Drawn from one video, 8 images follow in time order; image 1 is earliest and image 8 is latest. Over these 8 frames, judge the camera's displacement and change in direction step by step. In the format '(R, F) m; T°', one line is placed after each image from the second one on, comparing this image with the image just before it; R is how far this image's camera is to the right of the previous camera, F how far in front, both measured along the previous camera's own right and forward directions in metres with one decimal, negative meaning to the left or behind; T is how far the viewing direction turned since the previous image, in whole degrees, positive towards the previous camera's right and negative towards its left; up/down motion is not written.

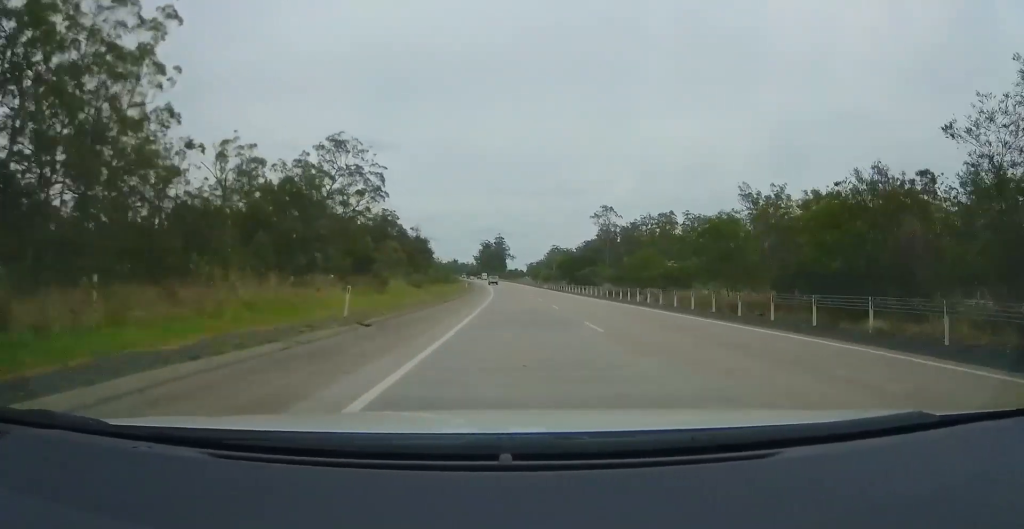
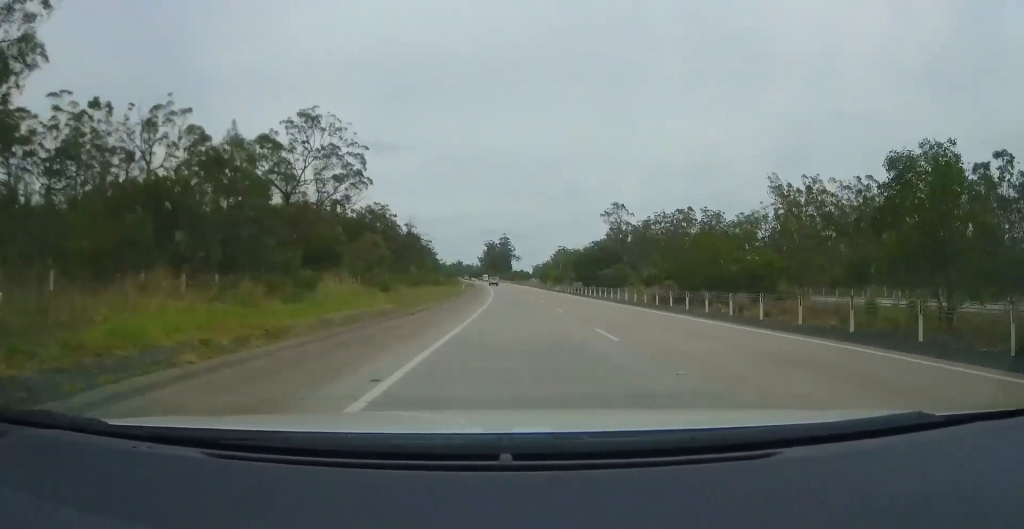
(-0.1, +14.4) m; -1°
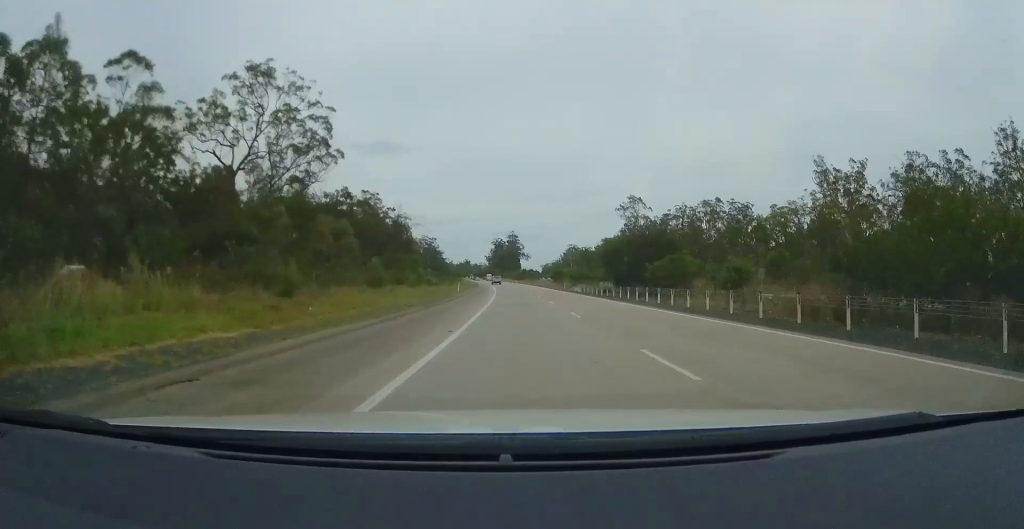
(0.0, +16.7) m; -1°
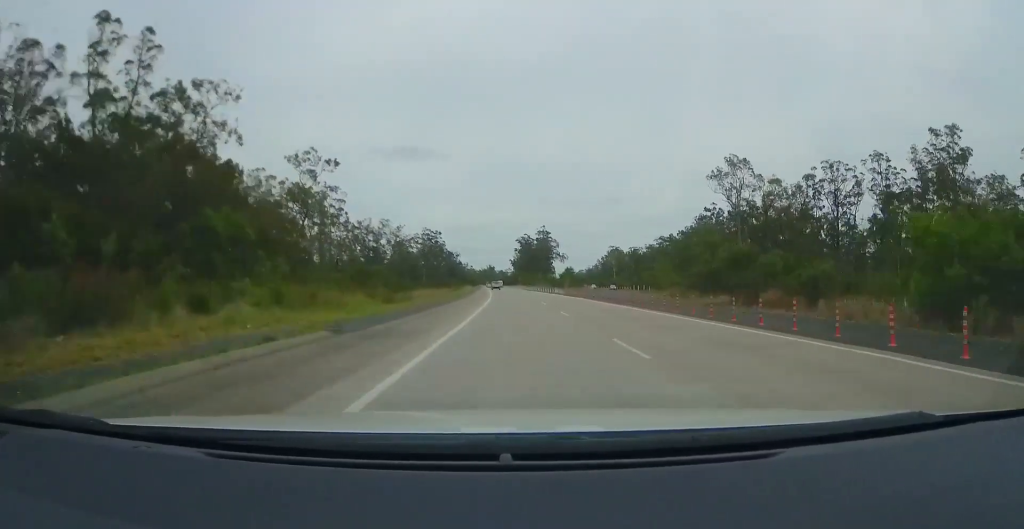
(-2.5, +81.8) m; -3°
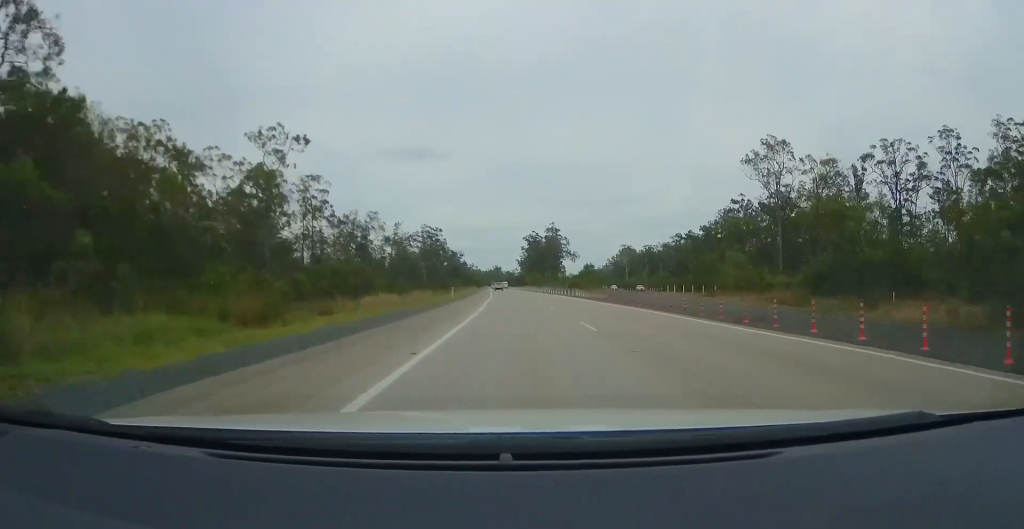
(-0.3, +19.0) m; -1°
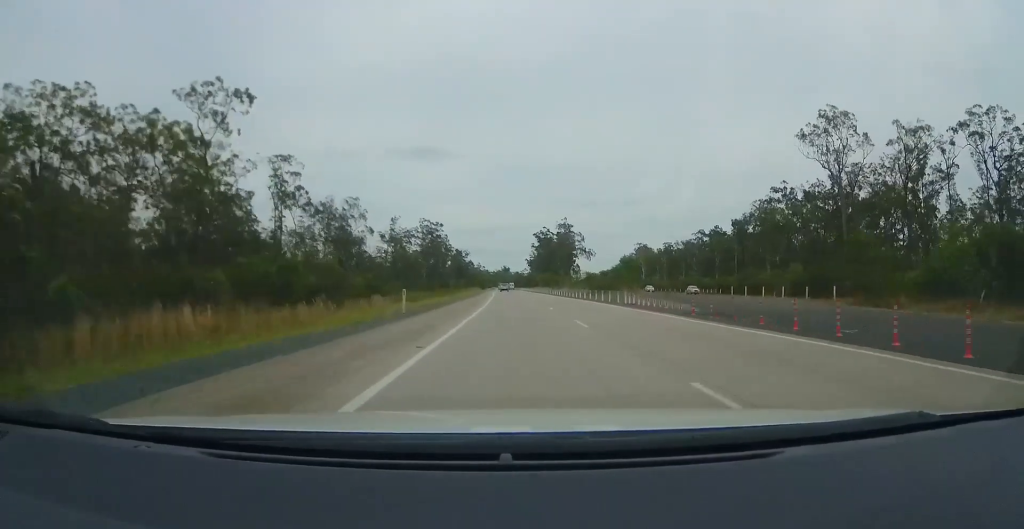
(0.0, +22.6) m; 0°
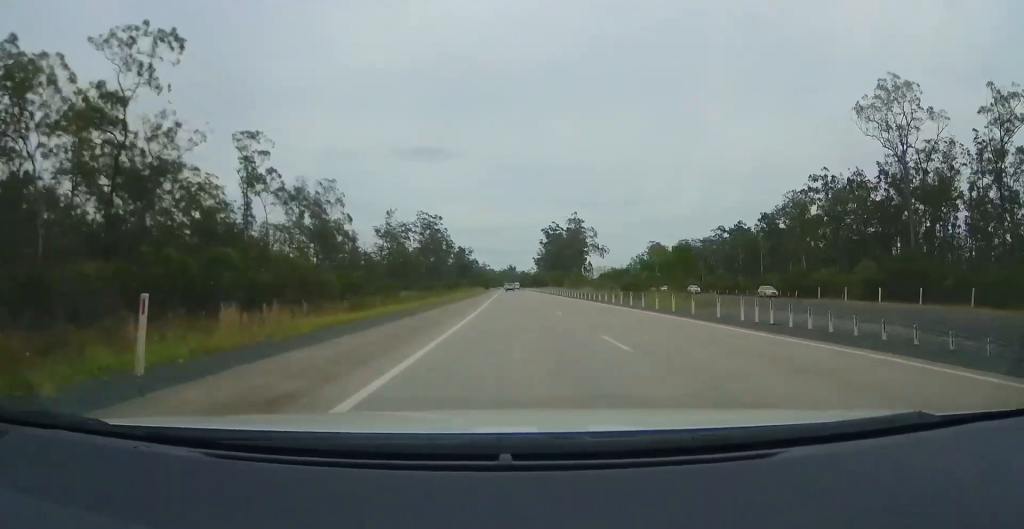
(-0.1, +17.8) m; 0°
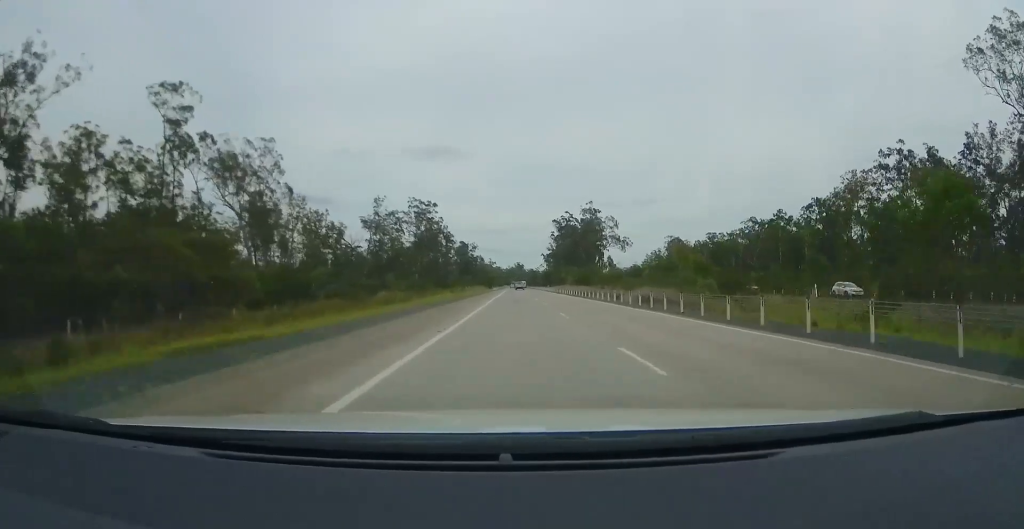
(-0.1, +27.4) m; 0°
